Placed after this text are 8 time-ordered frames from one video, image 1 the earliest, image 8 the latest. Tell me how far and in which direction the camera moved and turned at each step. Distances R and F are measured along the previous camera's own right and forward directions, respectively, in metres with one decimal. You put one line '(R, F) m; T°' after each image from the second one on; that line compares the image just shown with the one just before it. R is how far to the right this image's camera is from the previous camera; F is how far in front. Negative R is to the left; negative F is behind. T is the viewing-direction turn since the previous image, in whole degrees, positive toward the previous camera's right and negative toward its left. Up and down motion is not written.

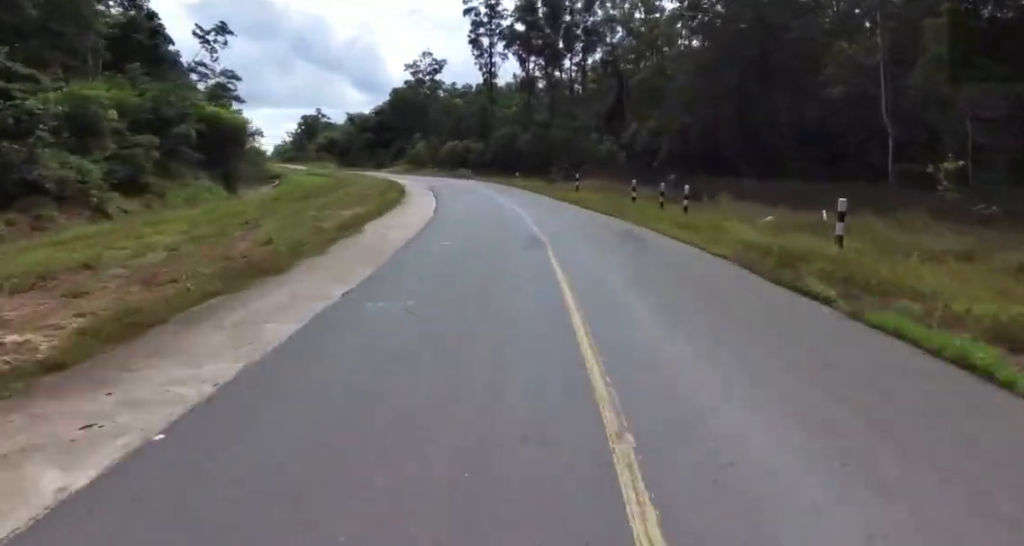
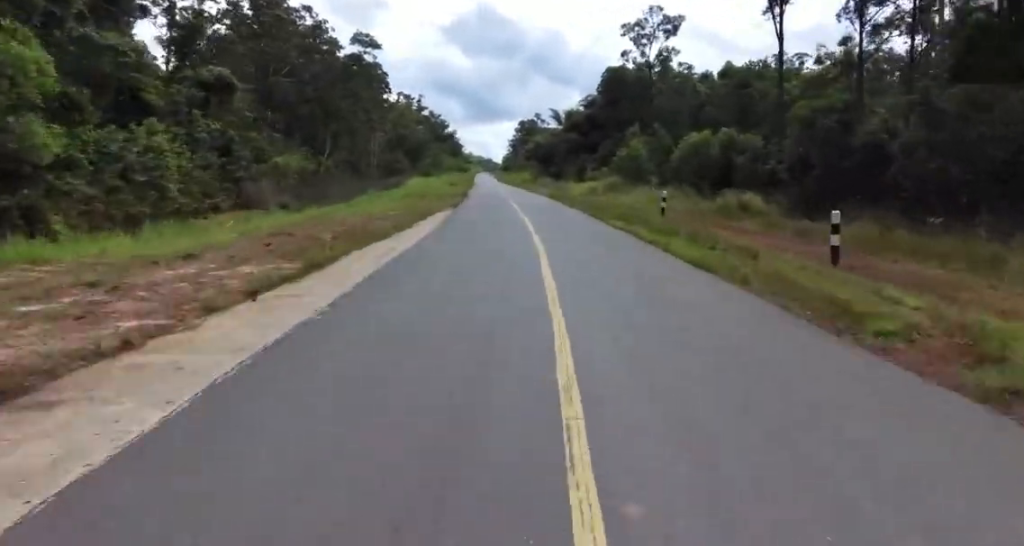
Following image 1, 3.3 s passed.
(-10.3, +56.1) m; -21°
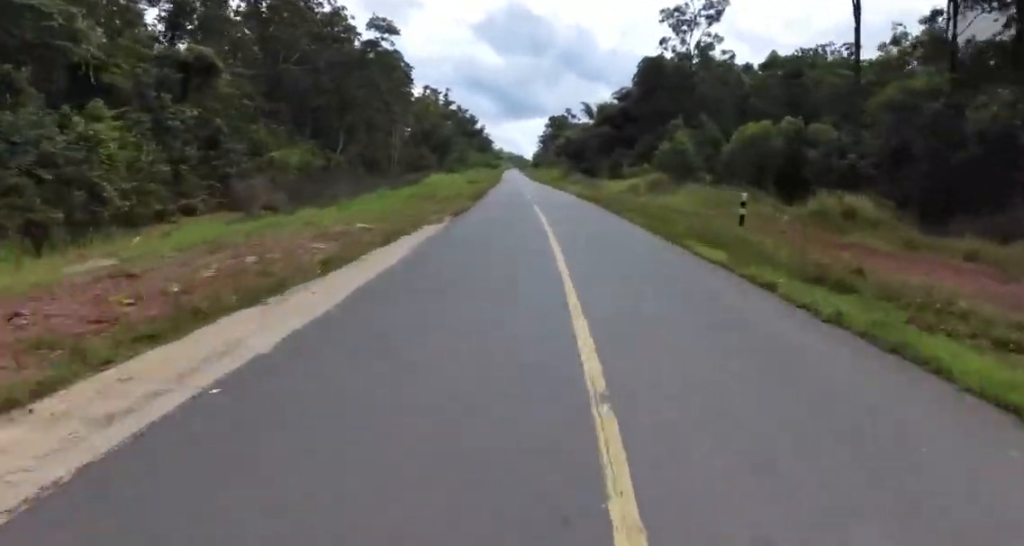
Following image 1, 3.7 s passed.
(-0.1, +8.3) m; -1°
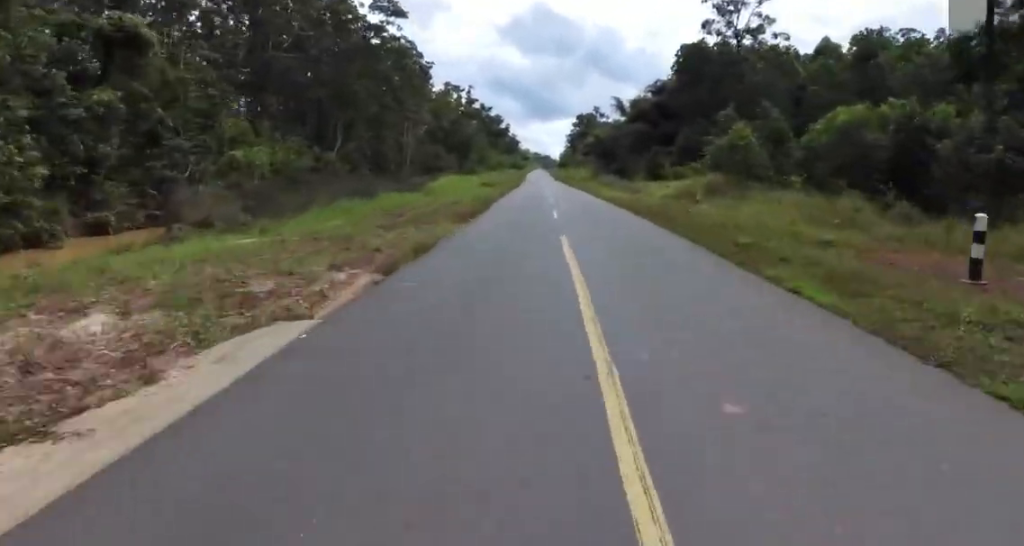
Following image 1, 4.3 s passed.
(-0.1, +11.5) m; 0°
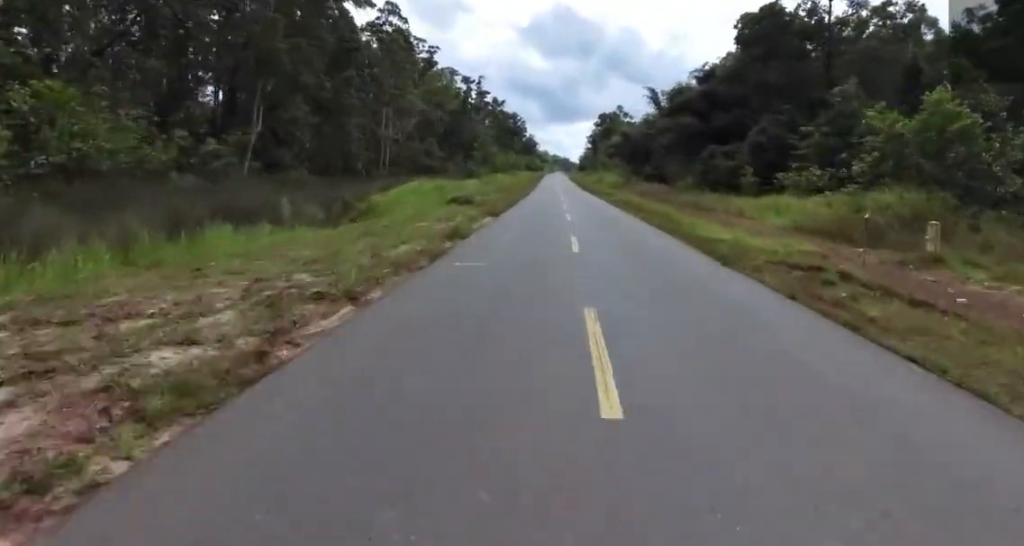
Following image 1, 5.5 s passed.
(0.0, +24.4) m; 0°
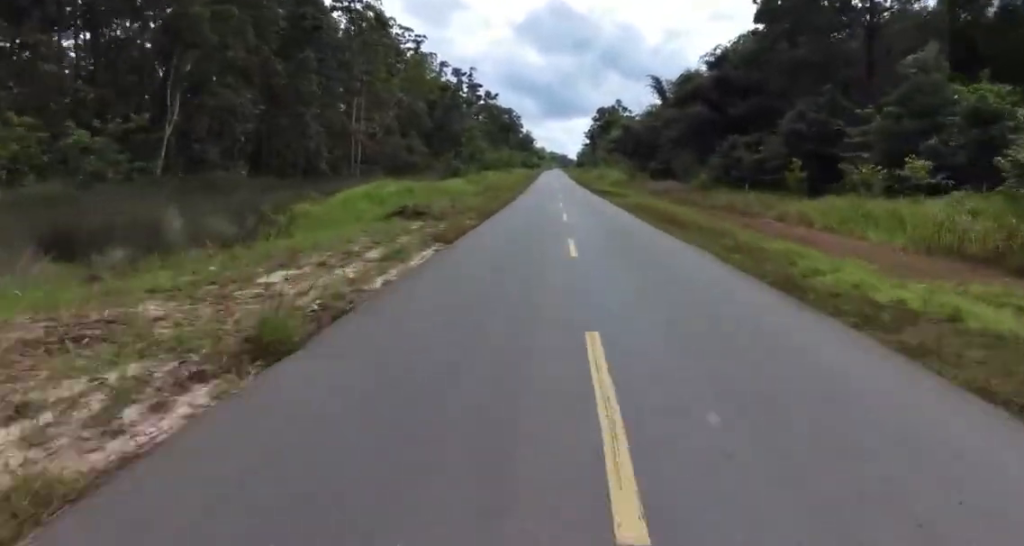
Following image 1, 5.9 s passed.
(0.0, +9.8) m; -1°
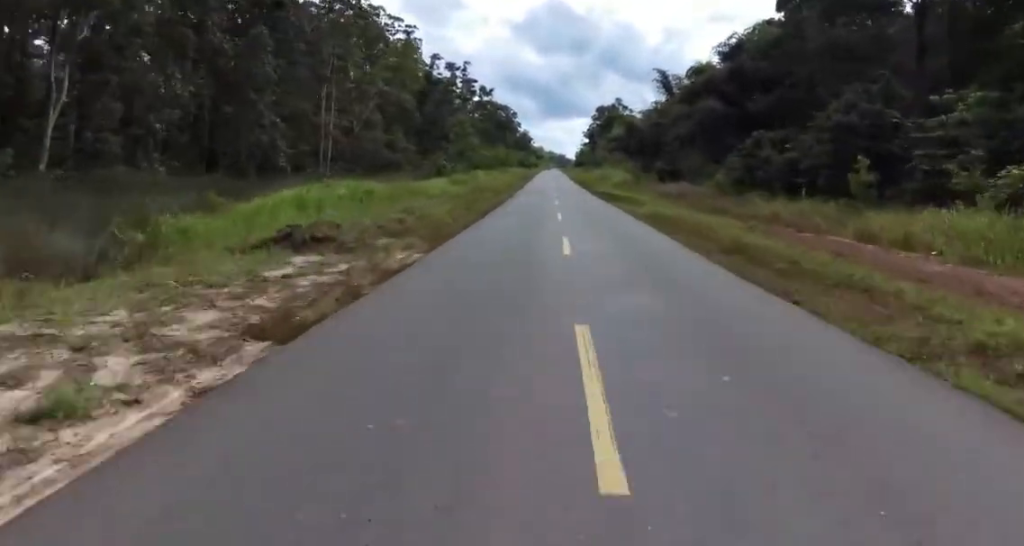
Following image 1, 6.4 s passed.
(+0.1, +9.2) m; -1°
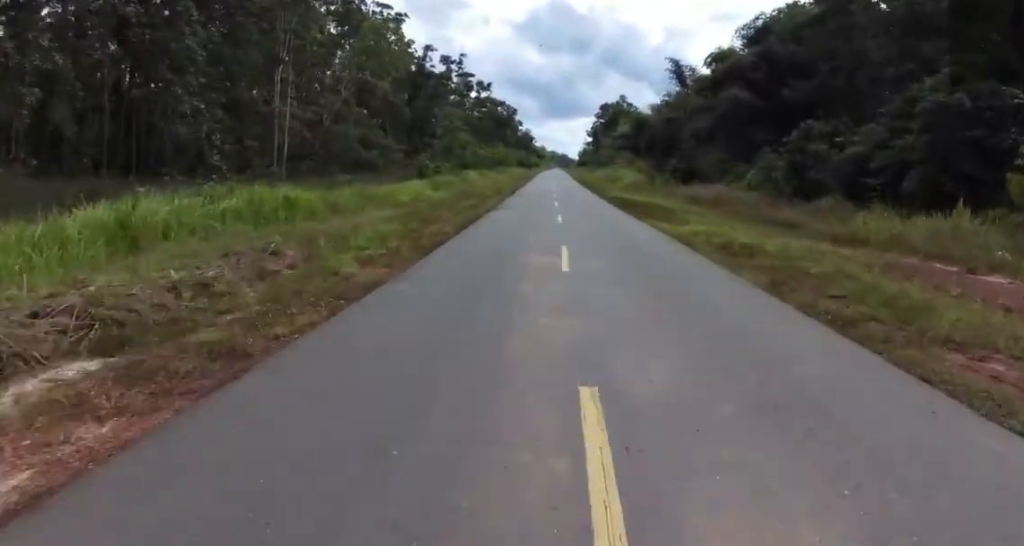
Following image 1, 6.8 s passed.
(-0.1, +9.3) m; 0°
